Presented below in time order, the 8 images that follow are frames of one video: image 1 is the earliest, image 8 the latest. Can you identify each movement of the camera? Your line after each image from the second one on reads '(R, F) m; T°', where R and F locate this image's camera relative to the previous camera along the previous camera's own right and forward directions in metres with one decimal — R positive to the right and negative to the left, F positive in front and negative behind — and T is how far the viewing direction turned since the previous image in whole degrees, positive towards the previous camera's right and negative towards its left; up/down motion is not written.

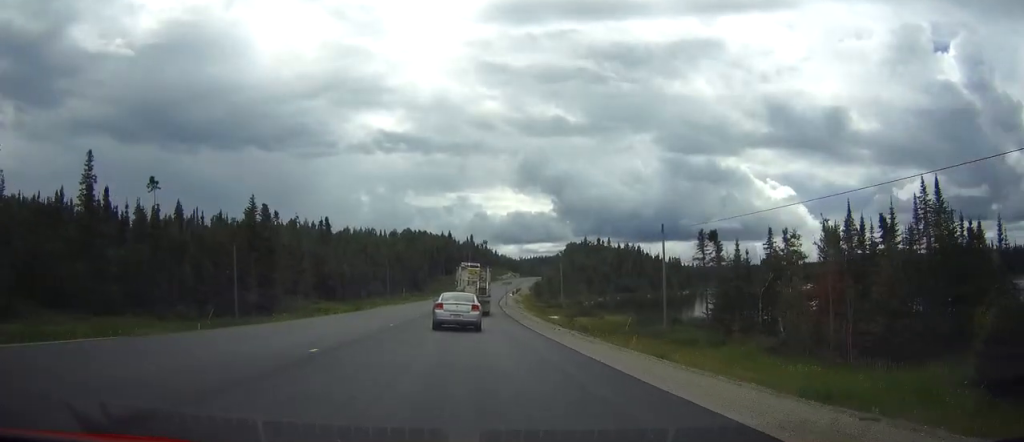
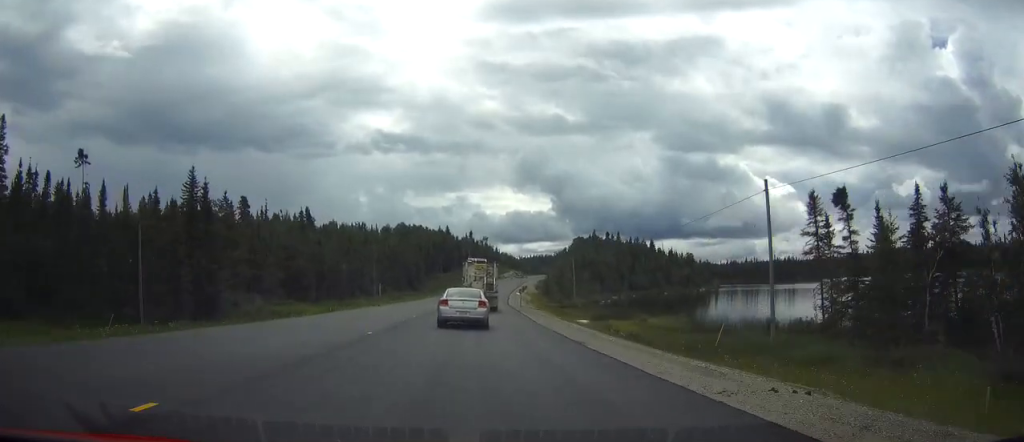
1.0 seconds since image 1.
(0.0, +22.9) m; 0°
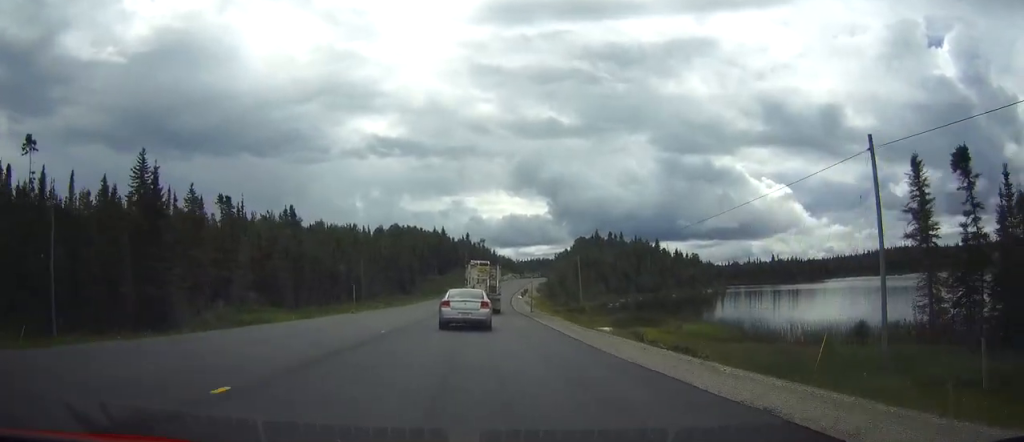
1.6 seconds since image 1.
(0.0, +12.4) m; 0°
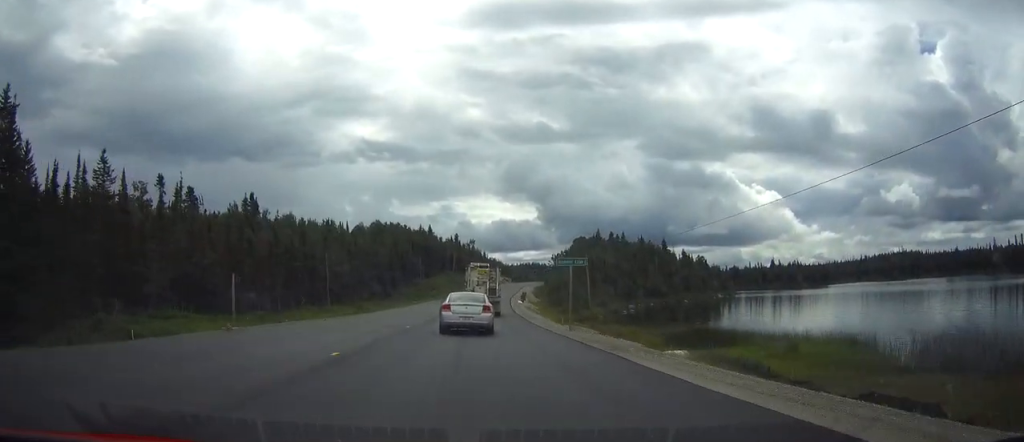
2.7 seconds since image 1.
(+0.1, +23.2) m; +1°
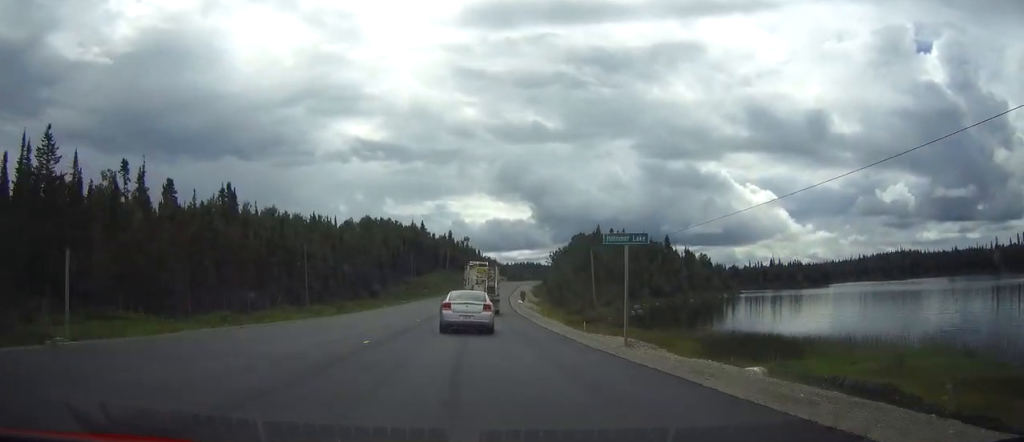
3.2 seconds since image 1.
(0.0, +10.8) m; +1°
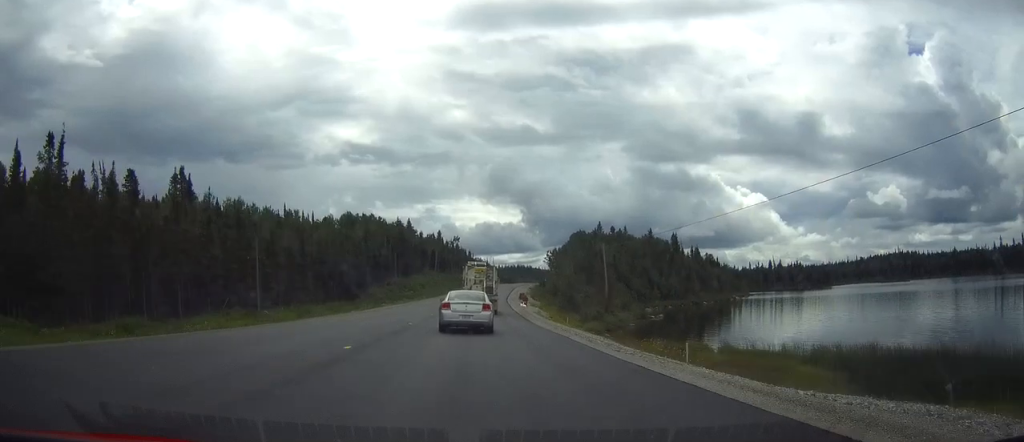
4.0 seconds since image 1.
(+0.2, +18.7) m; +1°
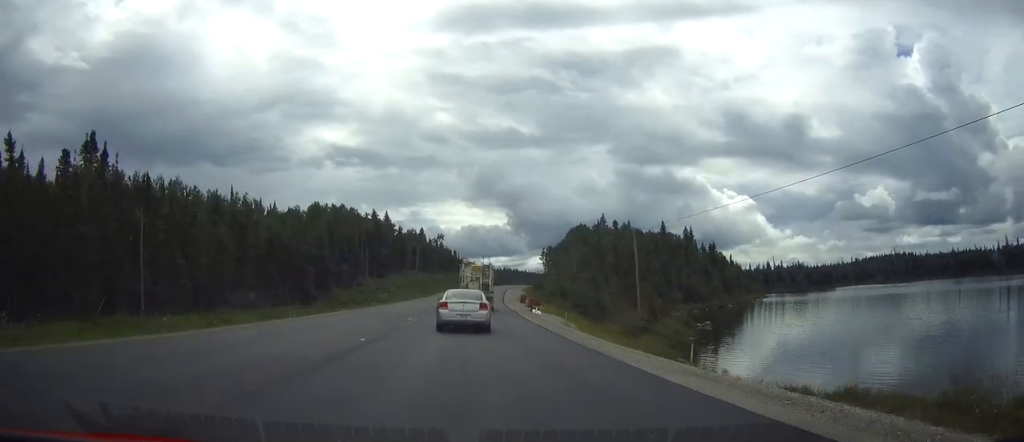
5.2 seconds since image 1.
(+0.2, +25.9) m; +1°
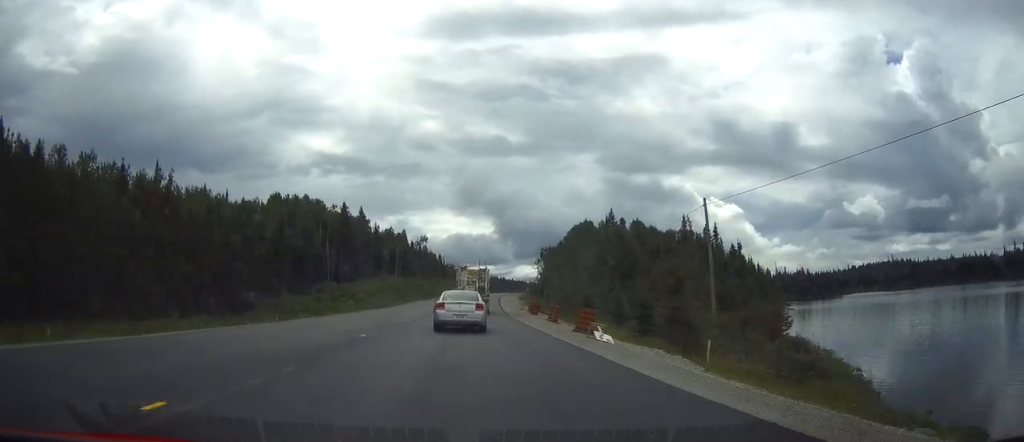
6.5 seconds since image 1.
(+0.3, +26.8) m; +1°
